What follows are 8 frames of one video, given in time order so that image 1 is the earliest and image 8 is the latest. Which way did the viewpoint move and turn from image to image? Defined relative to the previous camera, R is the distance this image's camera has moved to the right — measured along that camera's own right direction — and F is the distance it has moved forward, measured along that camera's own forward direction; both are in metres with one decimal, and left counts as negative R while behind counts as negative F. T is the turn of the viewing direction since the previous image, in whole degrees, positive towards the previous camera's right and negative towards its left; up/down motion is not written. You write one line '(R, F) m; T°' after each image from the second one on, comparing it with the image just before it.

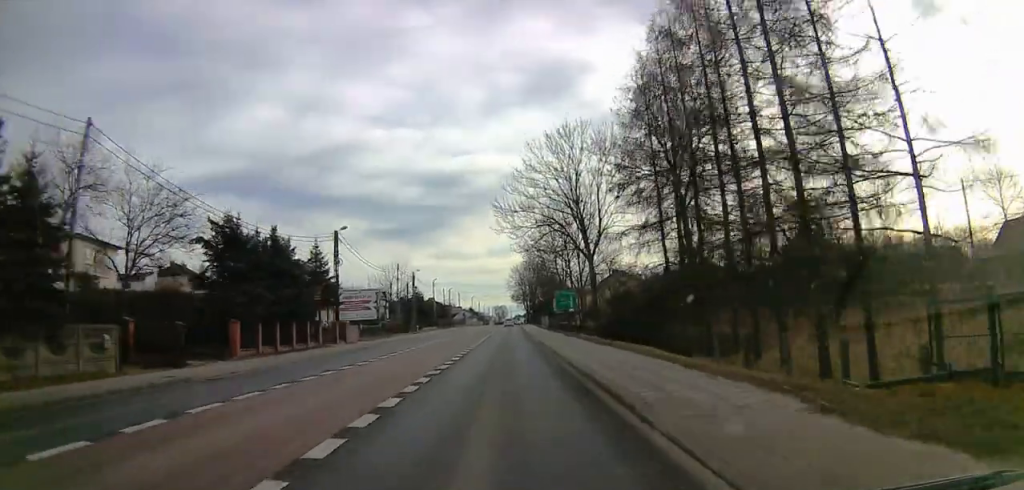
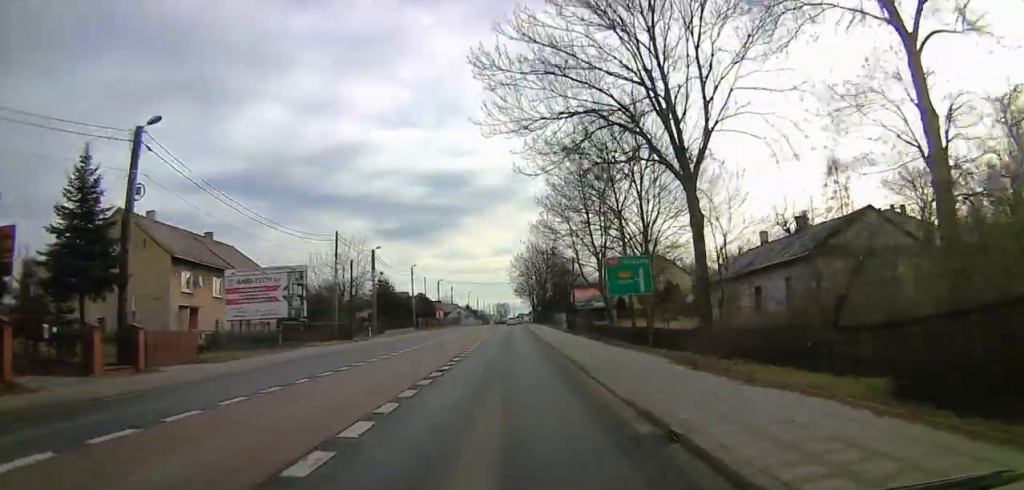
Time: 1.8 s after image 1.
(+1.5, +28.0) m; +3°
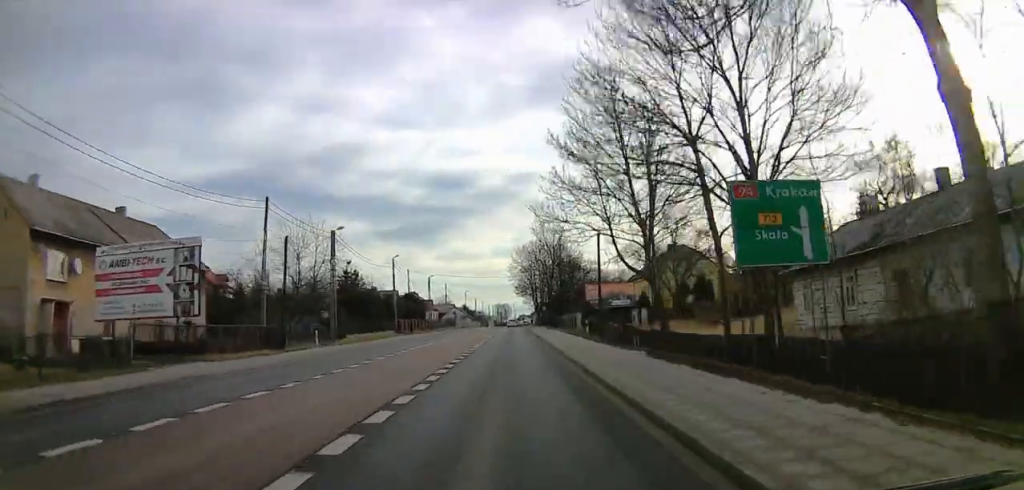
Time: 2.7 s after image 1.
(-0.4, +14.6) m; -1°
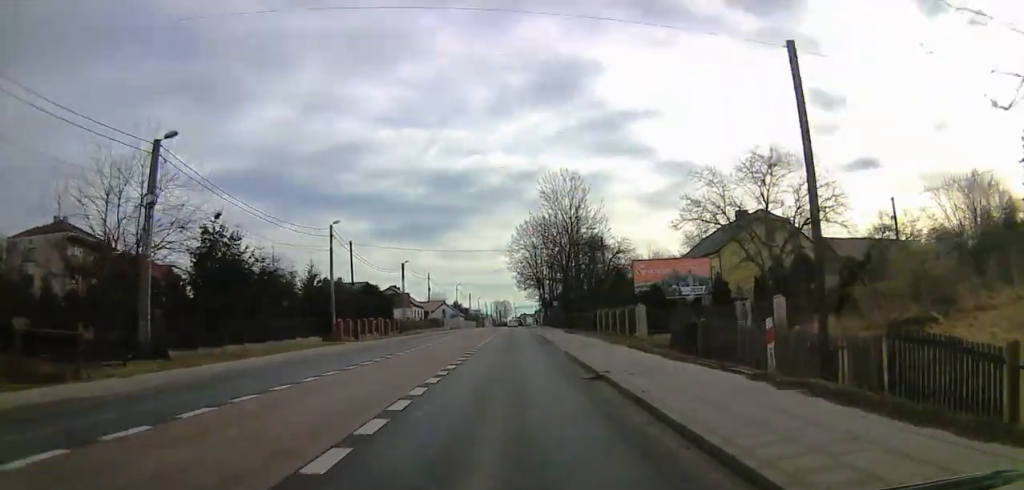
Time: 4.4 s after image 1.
(+0.2, +26.8) m; 0°
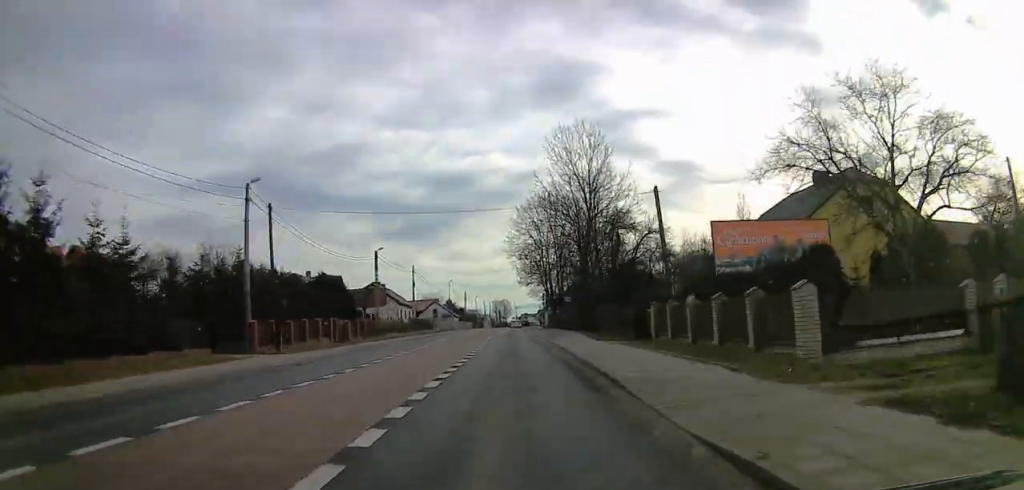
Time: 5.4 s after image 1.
(-0.1, +16.3) m; 0°
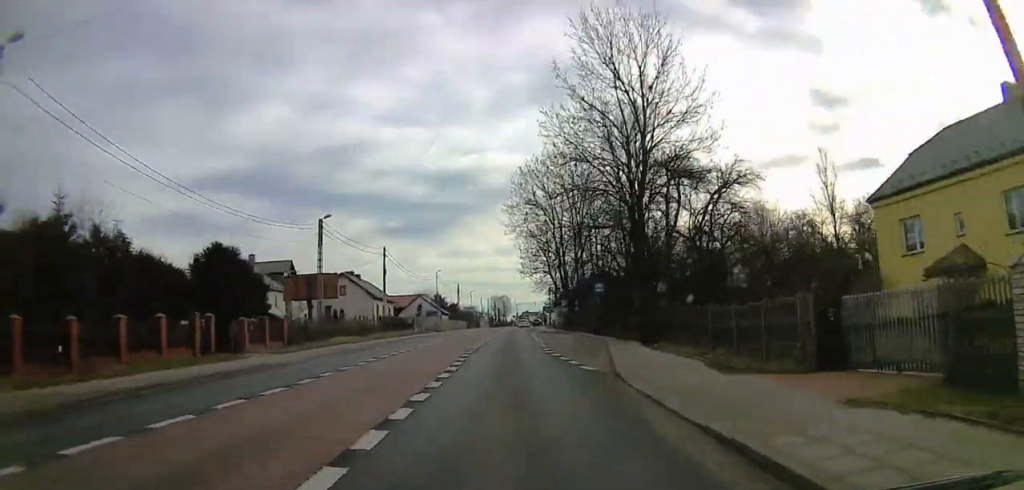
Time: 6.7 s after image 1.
(+0.1, +20.6) m; 0°
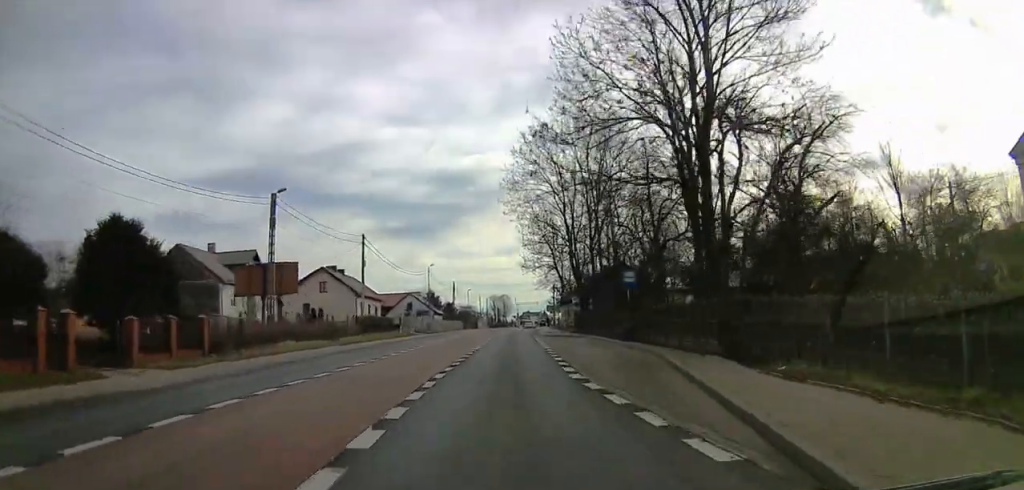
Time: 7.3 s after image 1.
(-0.2, +10.2) m; 0°
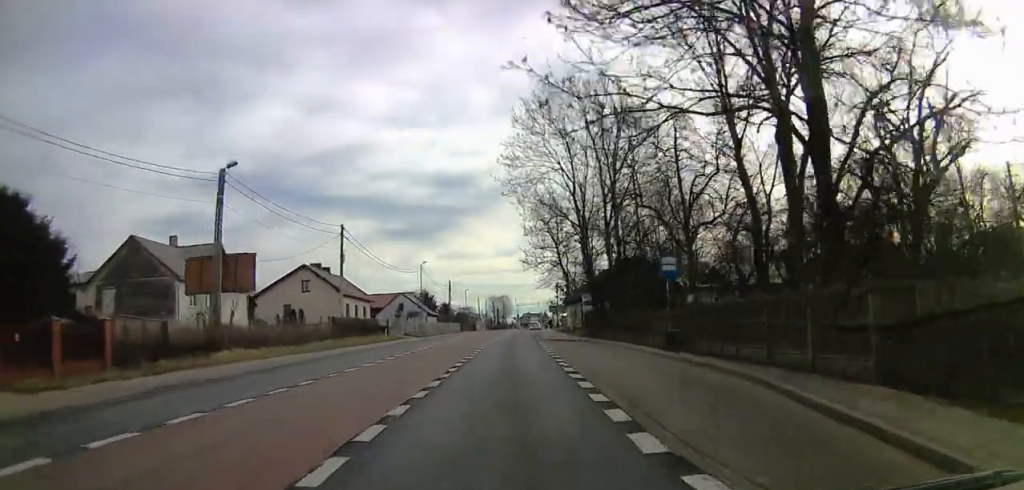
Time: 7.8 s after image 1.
(0.0, +7.4) m; 0°
